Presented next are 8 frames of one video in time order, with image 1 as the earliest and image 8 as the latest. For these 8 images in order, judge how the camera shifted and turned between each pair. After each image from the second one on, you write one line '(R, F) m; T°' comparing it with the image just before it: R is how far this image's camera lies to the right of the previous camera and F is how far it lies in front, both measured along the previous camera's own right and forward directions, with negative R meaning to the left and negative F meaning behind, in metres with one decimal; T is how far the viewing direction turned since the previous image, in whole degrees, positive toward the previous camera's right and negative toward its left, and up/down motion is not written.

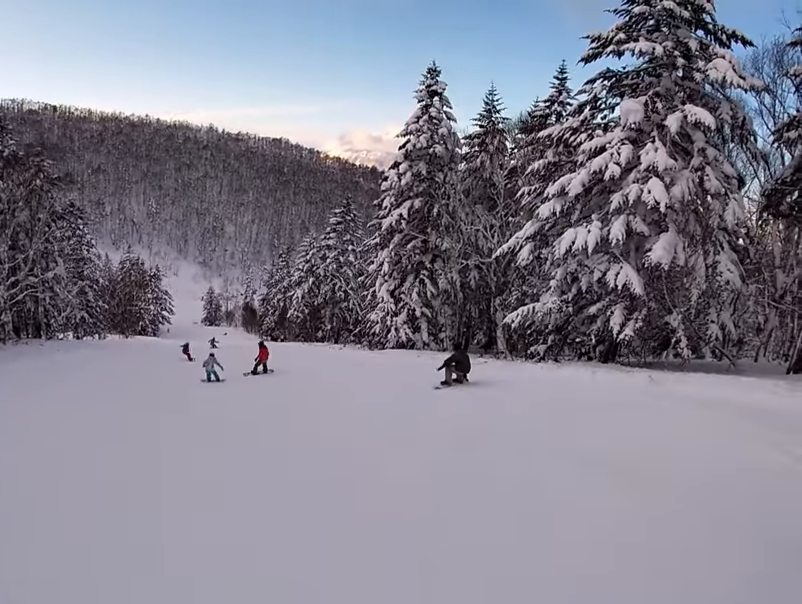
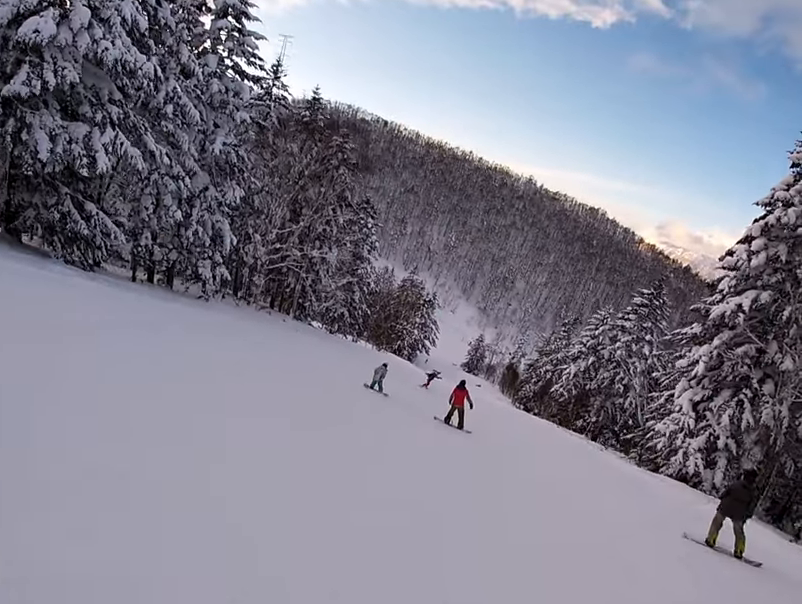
(-1.1, +4.1) m; -16°
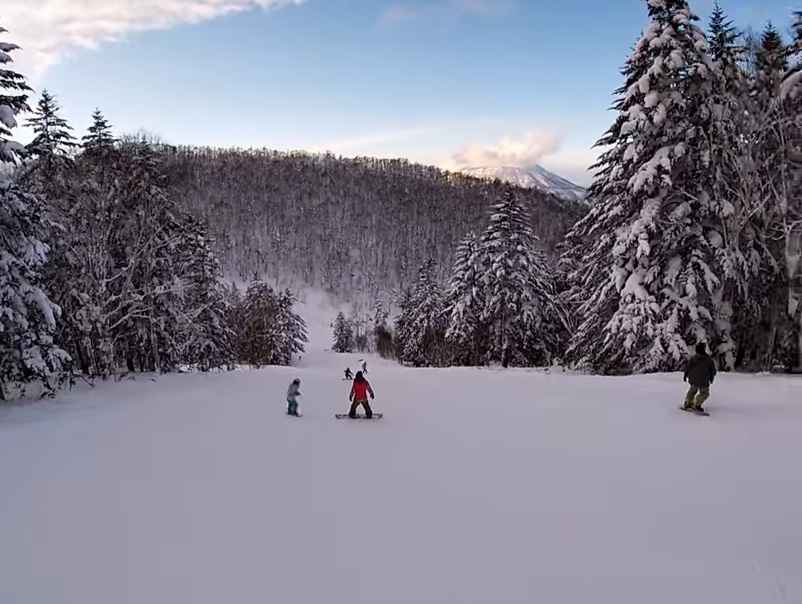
(+0.2, +6.5) m; -6°
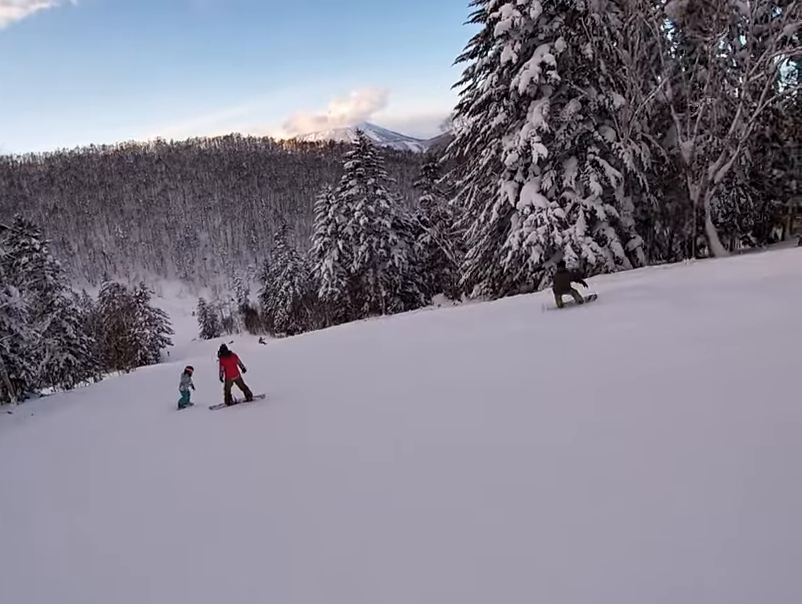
(-0.9, +3.1) m; +12°
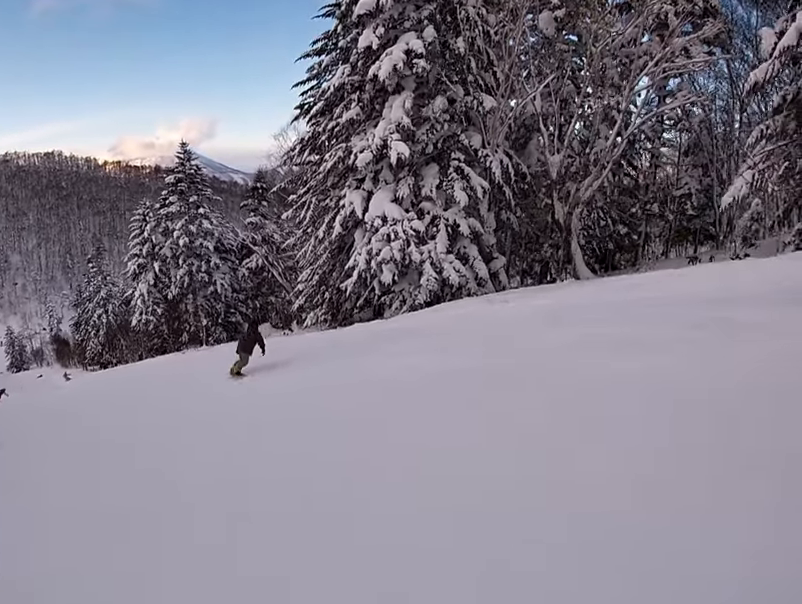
(+0.8, +3.2) m; +26°
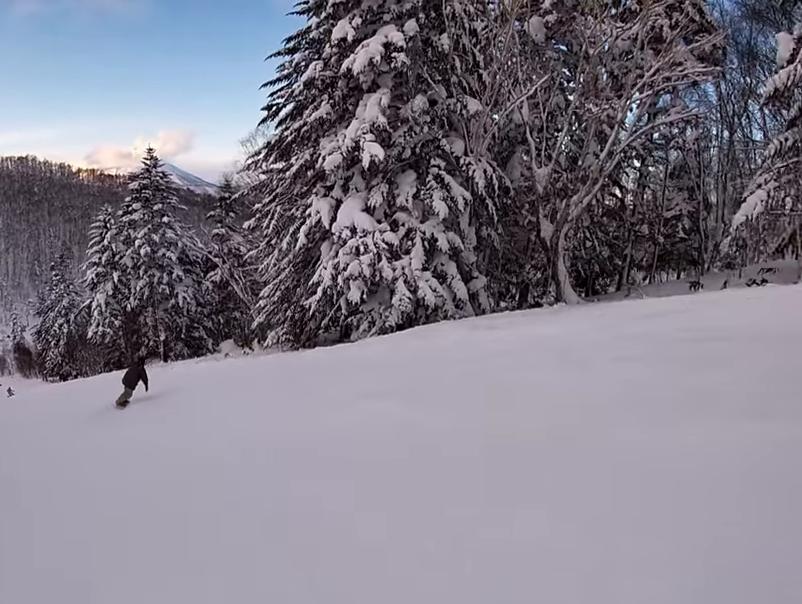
(+0.5, +2.2) m; +18°
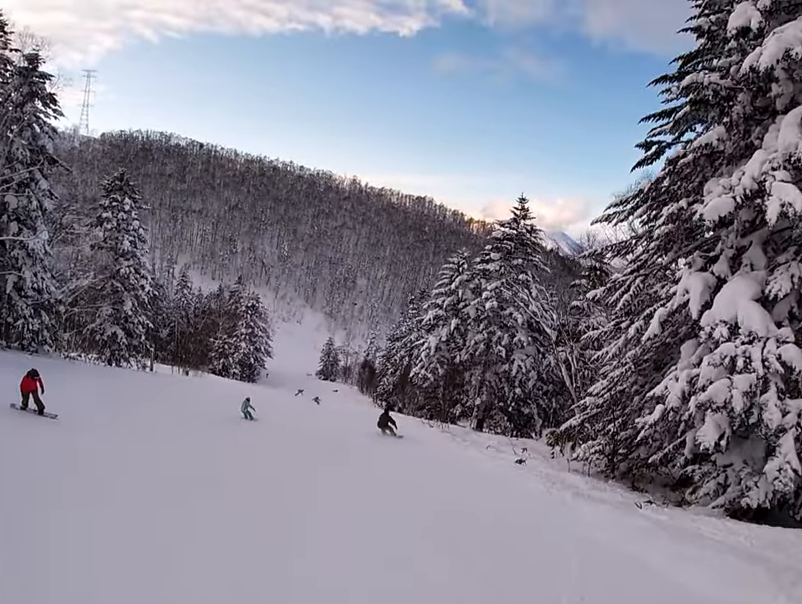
(+0.1, +5.5) m; -19°
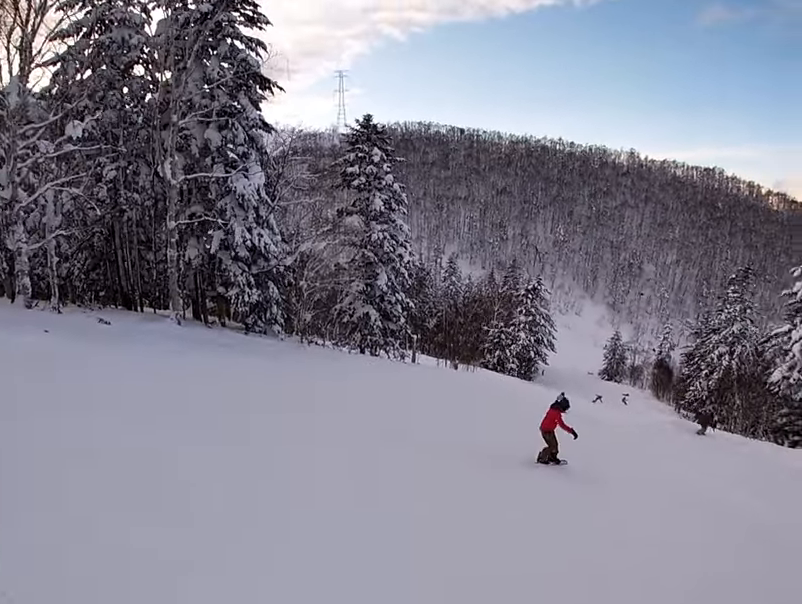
(-5.9, +7.0) m; -55°
